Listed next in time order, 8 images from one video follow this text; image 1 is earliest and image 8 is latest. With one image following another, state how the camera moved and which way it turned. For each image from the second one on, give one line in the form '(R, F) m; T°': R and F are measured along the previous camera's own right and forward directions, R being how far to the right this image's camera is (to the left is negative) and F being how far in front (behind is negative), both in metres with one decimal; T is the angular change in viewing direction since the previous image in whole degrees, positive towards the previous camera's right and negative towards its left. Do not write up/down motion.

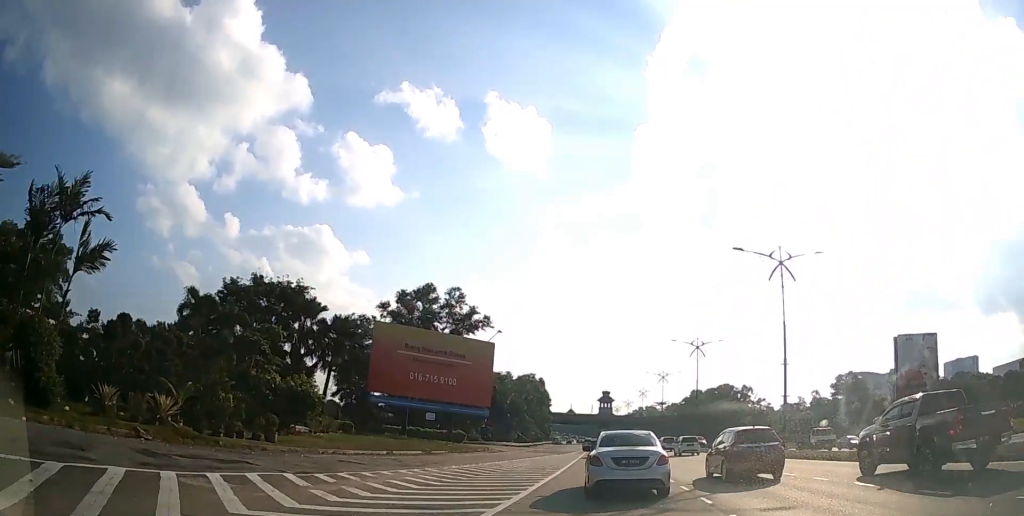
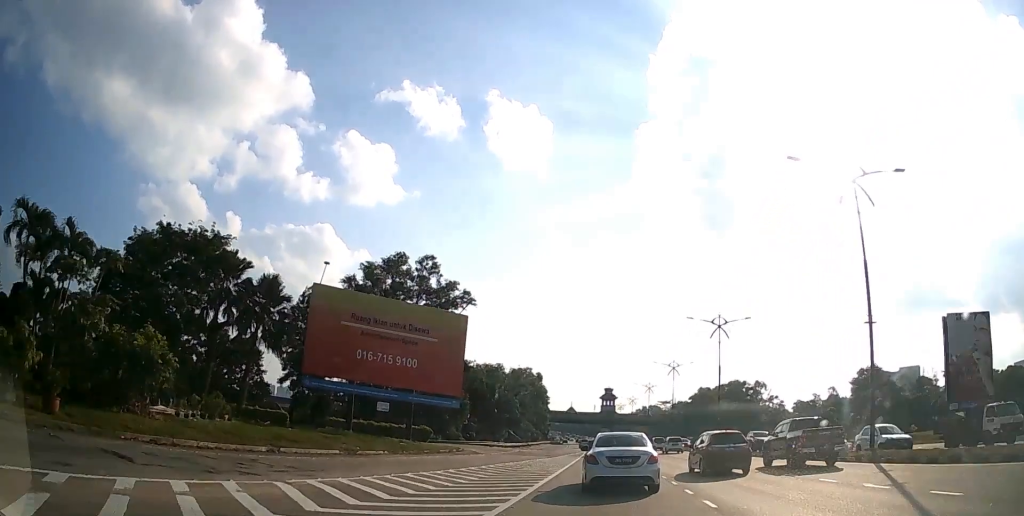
(0.0, +11.3) m; -1°
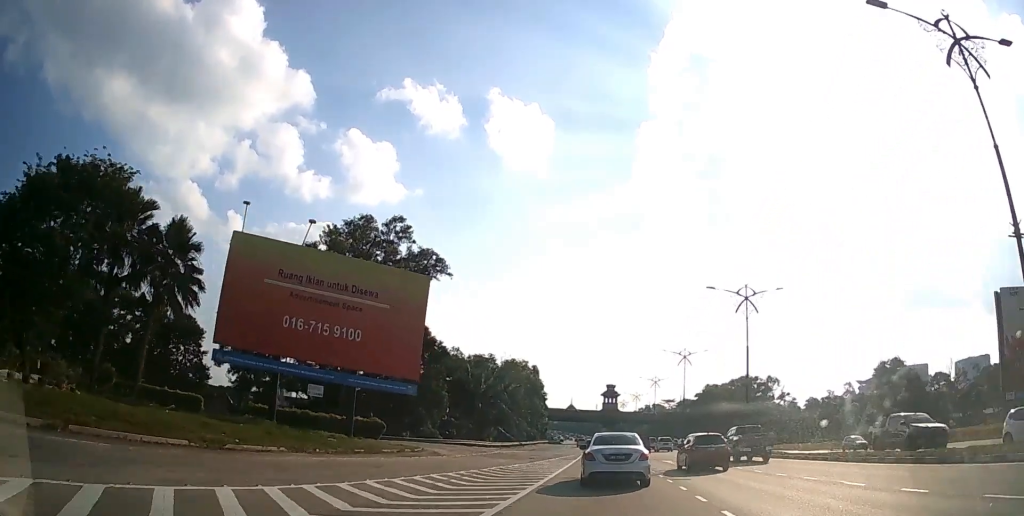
(0.0, +10.0) m; 0°
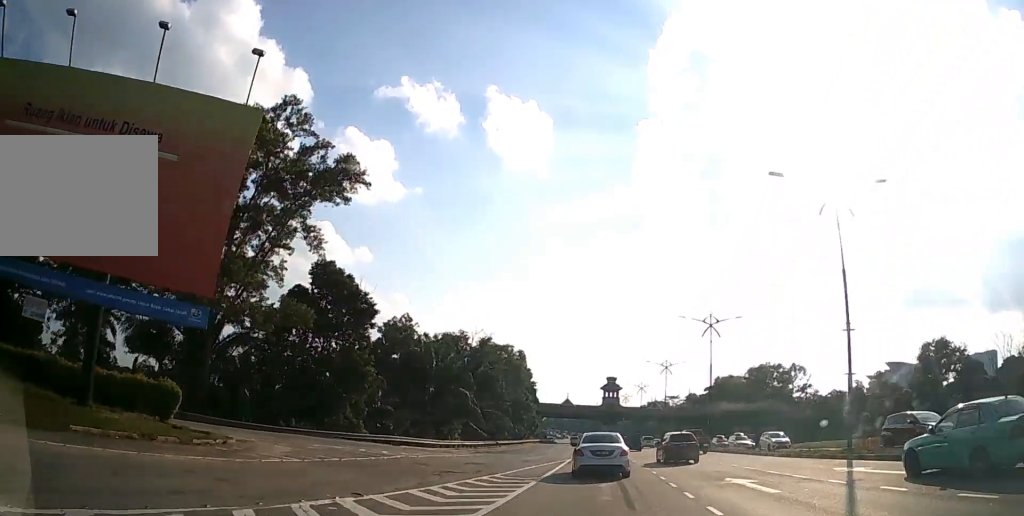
(-0.1, +18.4) m; 0°
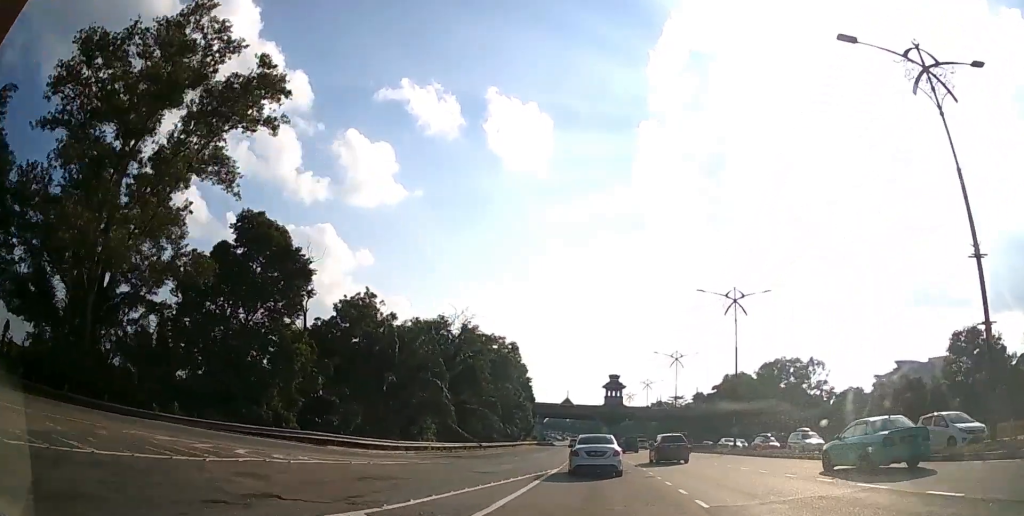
(0.0, +9.8) m; 0°
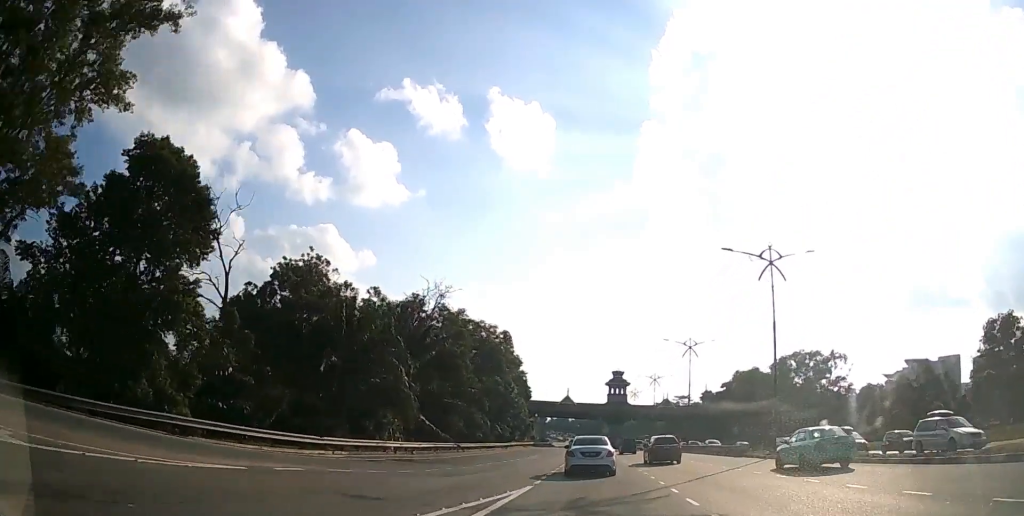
(0.0, +9.8) m; 0°
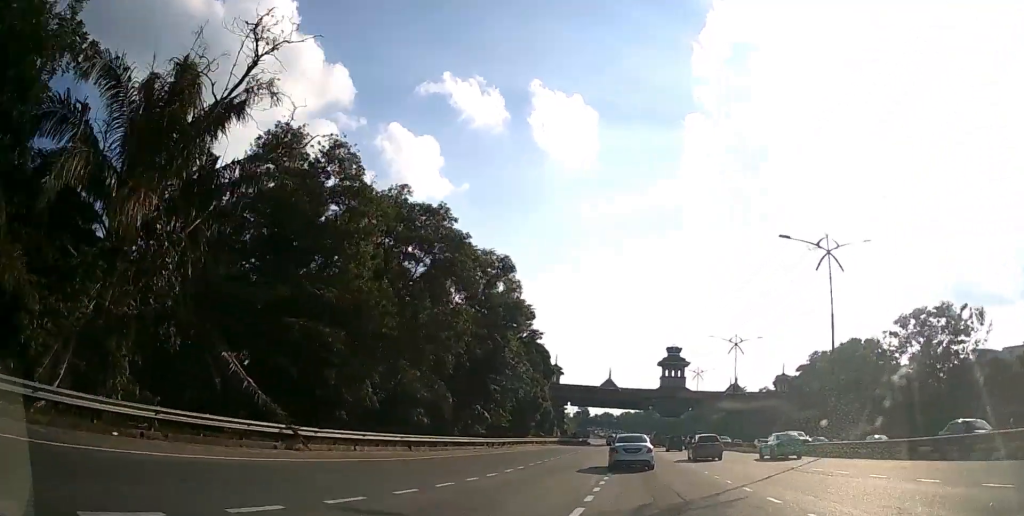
(-0.4, +31.0) m; -2°
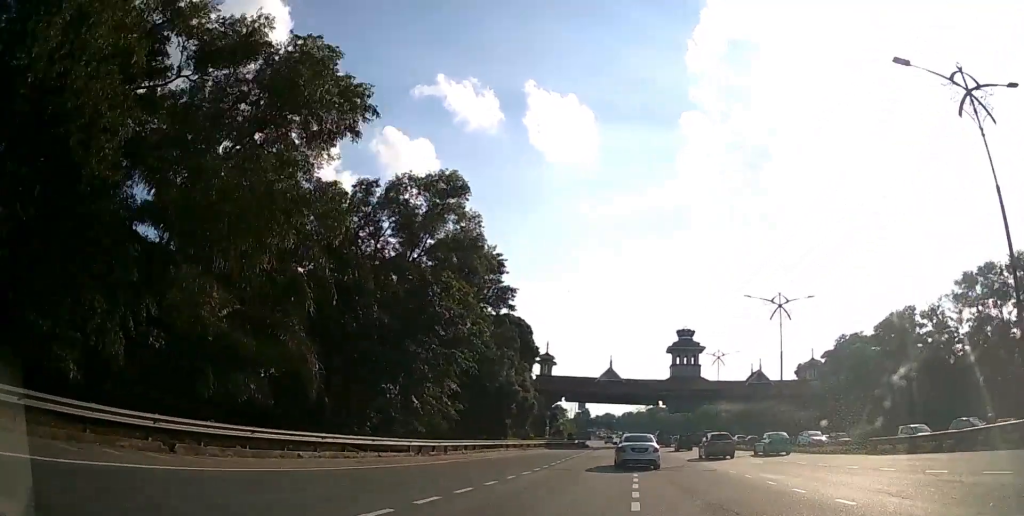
(-0.3, +16.3) m; -2°
